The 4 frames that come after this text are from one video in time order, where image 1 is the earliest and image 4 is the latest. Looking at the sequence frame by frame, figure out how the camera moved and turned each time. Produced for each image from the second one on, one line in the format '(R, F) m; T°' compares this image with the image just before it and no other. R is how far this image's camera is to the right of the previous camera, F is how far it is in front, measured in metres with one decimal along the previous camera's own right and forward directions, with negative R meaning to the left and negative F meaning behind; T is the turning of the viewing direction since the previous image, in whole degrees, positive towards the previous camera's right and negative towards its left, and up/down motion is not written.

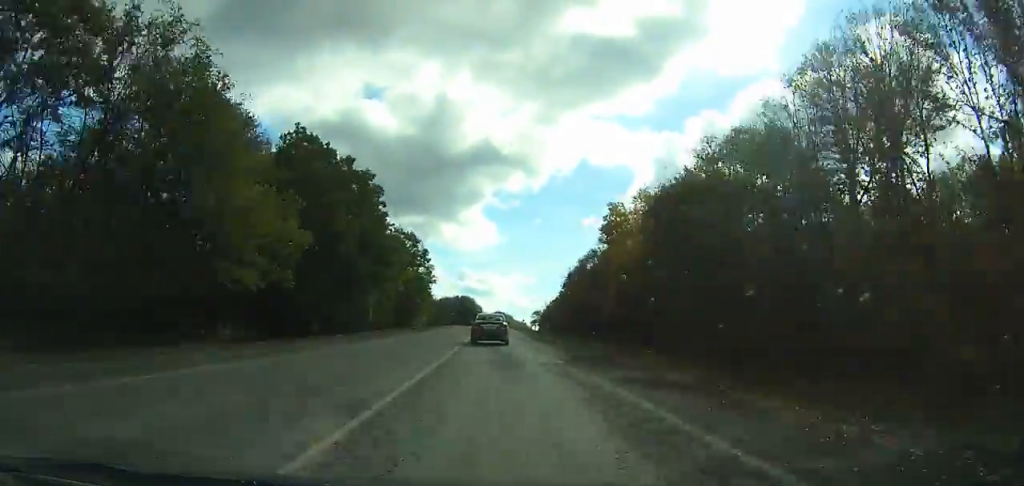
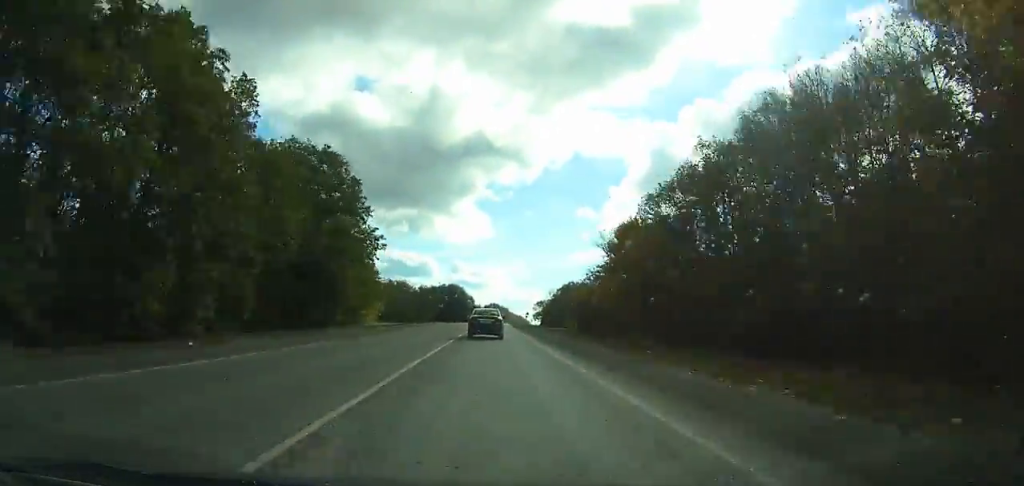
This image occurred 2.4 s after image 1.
(+0.3, +43.0) m; +1°
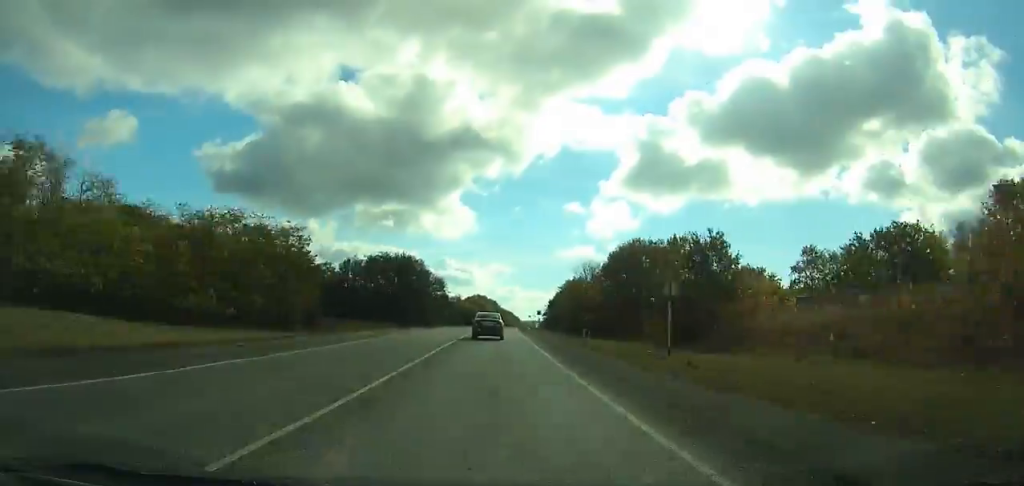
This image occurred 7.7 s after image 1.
(+1.1, +99.3) m; +1°
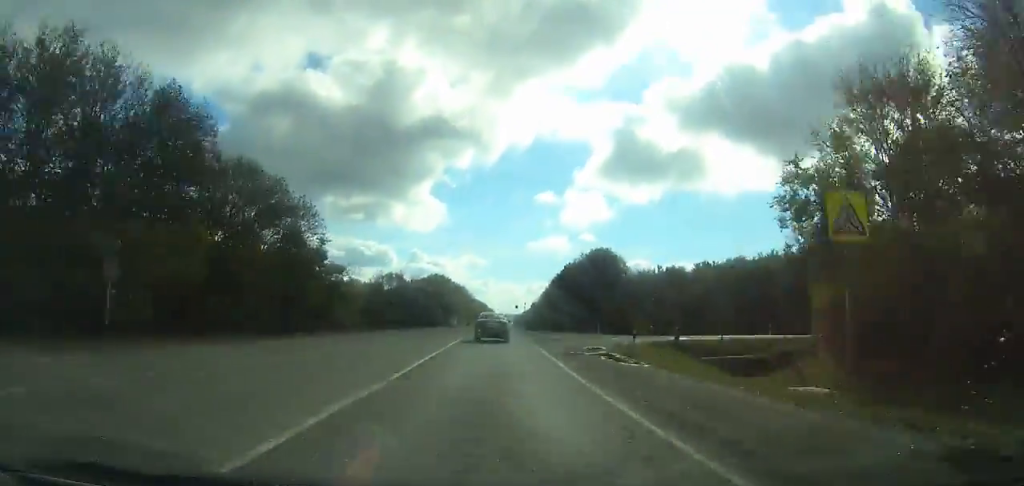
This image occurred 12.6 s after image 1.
(+6.0, +112.7) m; +12°
